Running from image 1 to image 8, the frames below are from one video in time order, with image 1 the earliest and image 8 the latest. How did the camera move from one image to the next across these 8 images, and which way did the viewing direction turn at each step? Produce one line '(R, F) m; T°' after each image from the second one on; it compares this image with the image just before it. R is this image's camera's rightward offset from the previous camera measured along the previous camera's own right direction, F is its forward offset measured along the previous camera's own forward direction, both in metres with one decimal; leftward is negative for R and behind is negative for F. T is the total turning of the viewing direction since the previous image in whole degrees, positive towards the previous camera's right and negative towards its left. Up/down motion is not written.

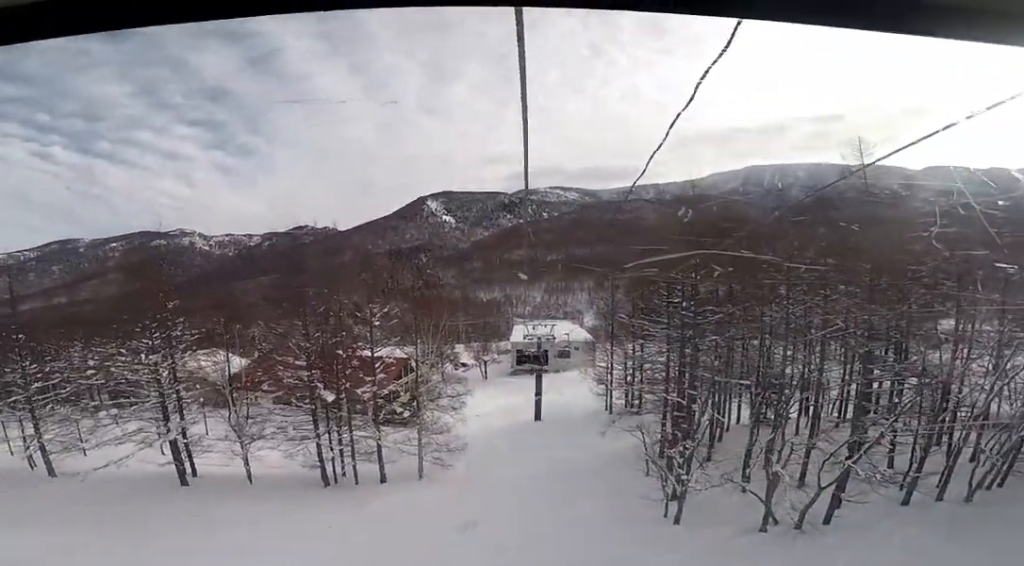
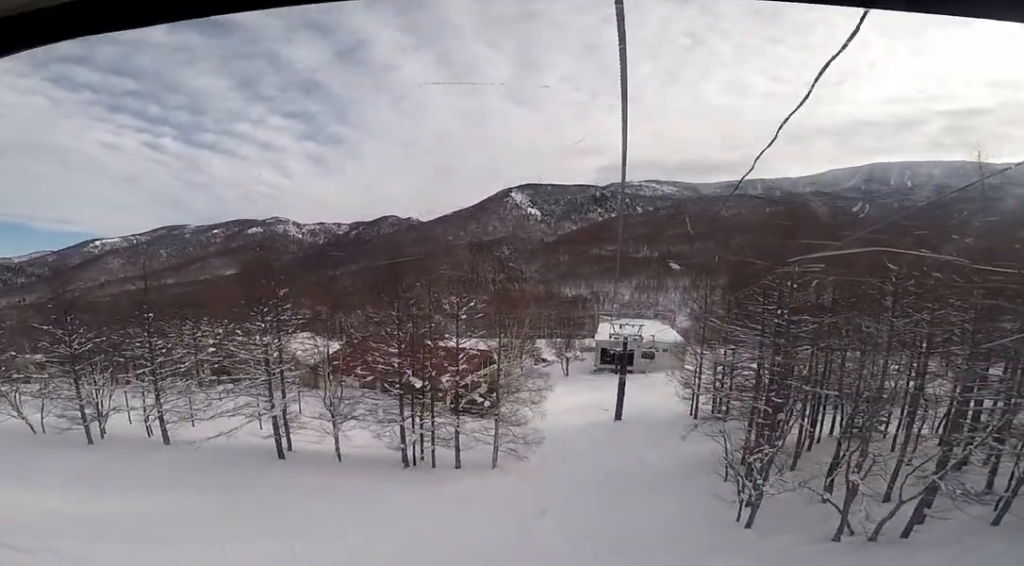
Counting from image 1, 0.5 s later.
(0.0, +2.5) m; 0°
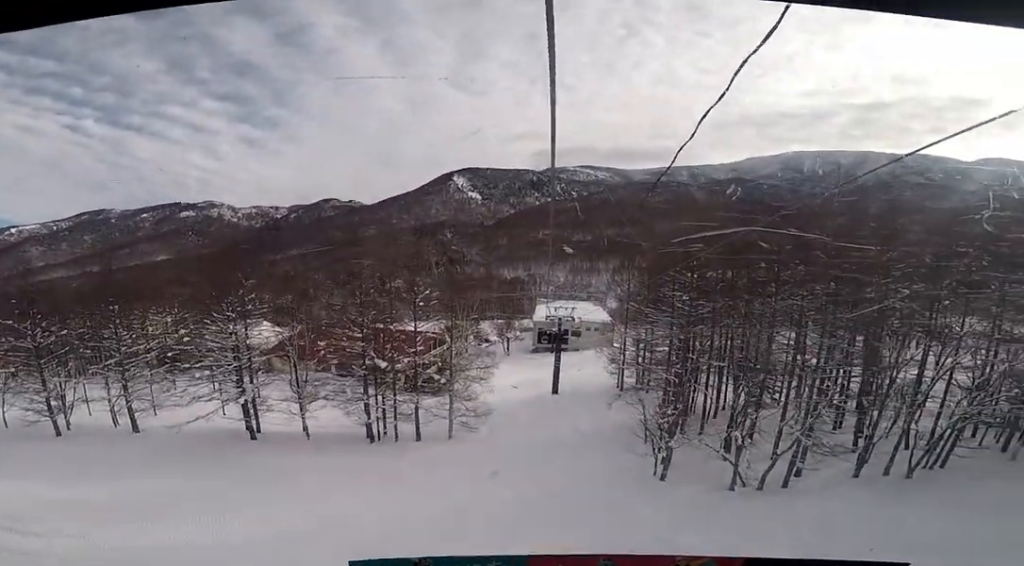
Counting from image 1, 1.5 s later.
(0.0, +5.5) m; 0°
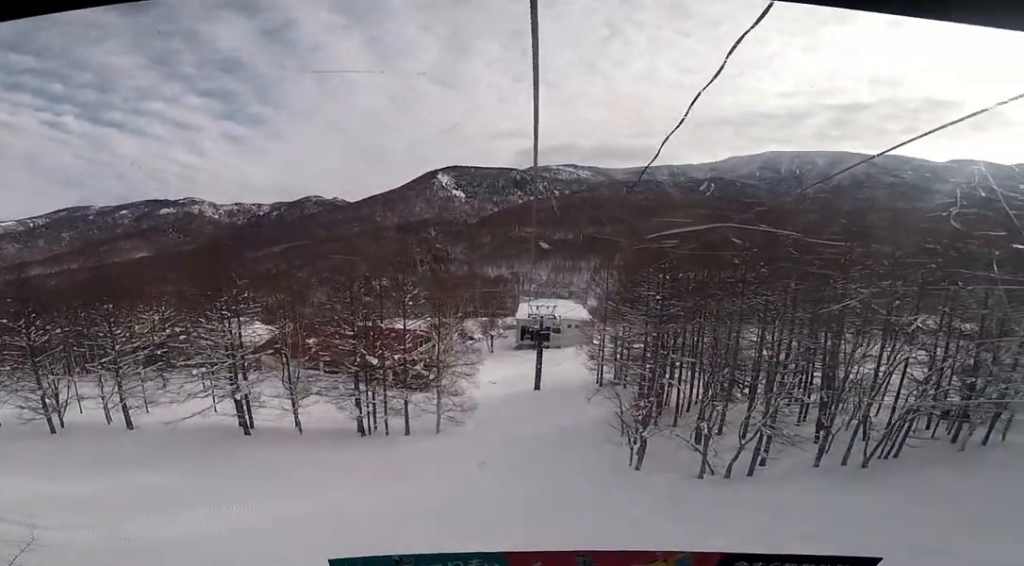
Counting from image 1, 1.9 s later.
(0.0, +2.4) m; 0°
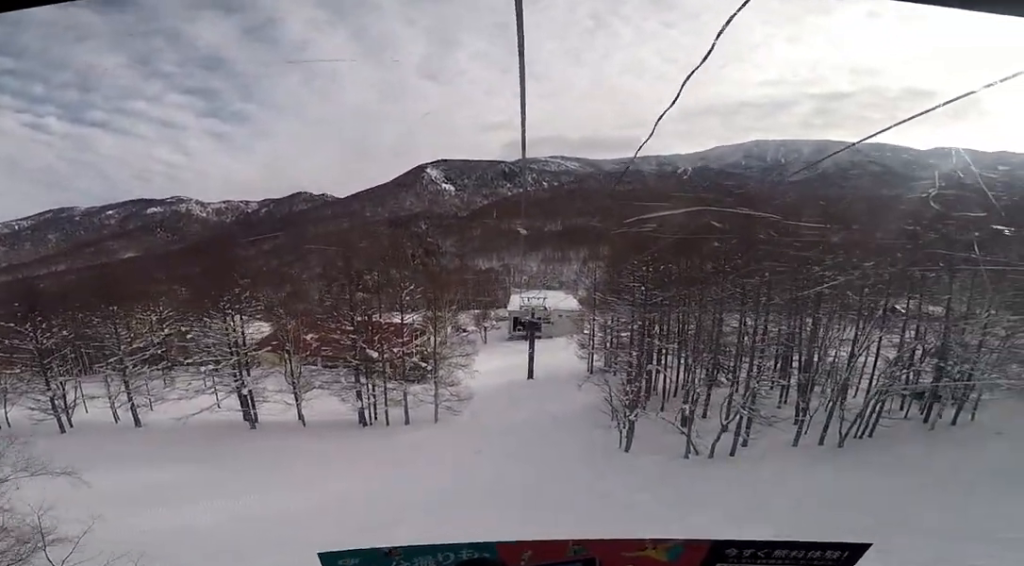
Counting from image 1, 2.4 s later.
(0.0, +2.3) m; 0°
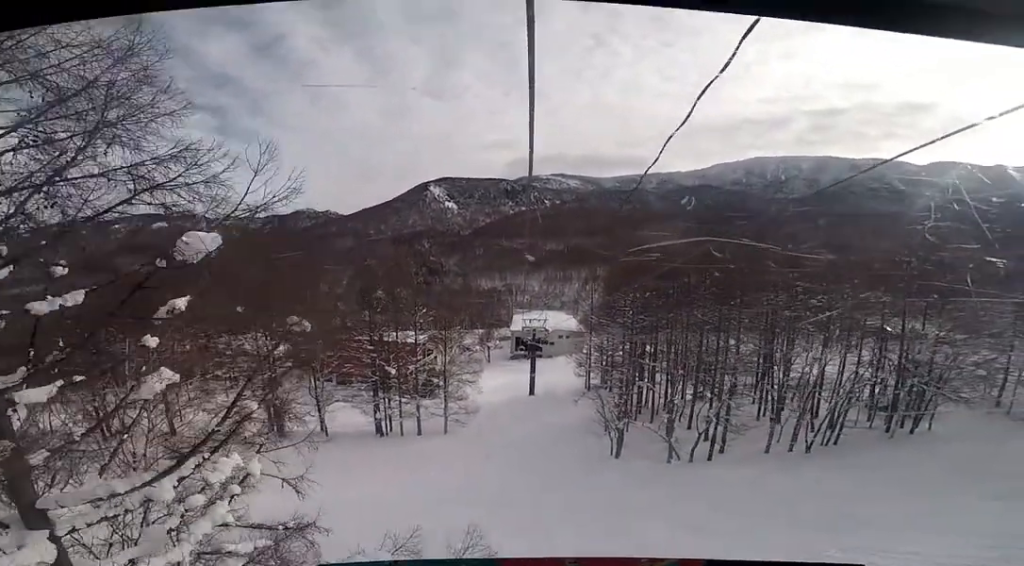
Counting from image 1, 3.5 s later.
(0.0, +6.1) m; 0°
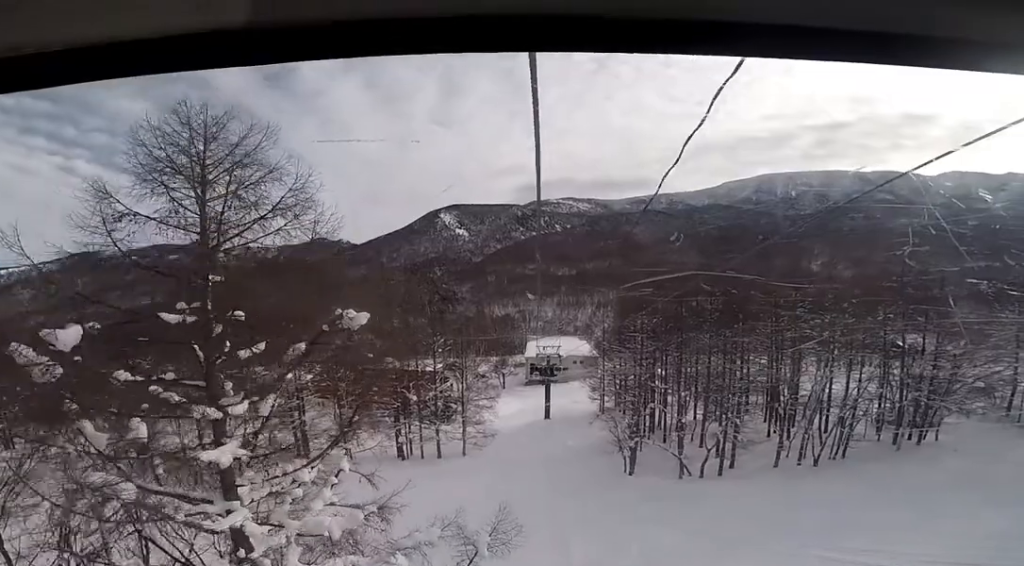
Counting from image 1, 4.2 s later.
(0.0, +3.2) m; 0°
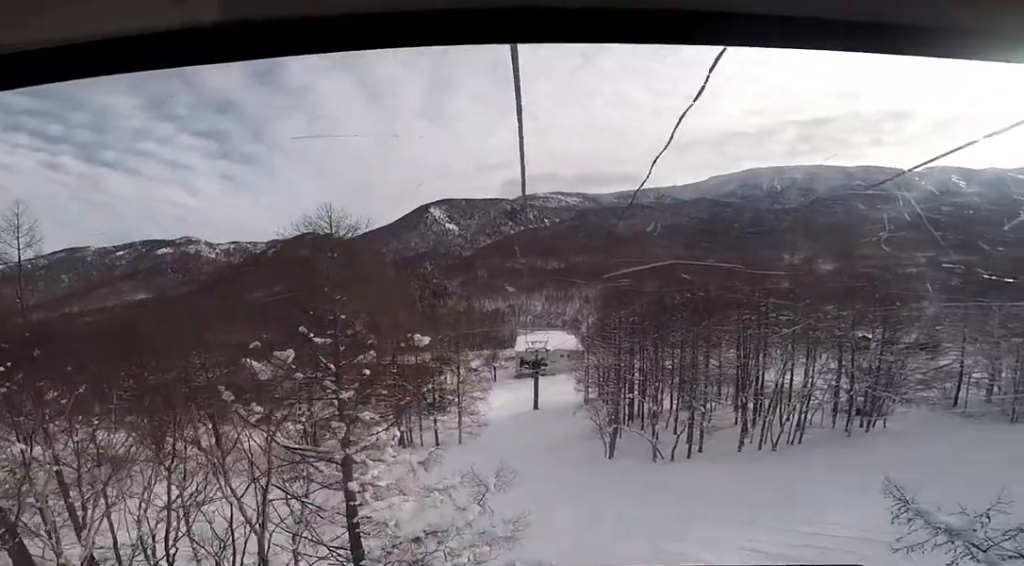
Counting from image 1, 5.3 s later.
(0.0, +5.4) m; 0°
